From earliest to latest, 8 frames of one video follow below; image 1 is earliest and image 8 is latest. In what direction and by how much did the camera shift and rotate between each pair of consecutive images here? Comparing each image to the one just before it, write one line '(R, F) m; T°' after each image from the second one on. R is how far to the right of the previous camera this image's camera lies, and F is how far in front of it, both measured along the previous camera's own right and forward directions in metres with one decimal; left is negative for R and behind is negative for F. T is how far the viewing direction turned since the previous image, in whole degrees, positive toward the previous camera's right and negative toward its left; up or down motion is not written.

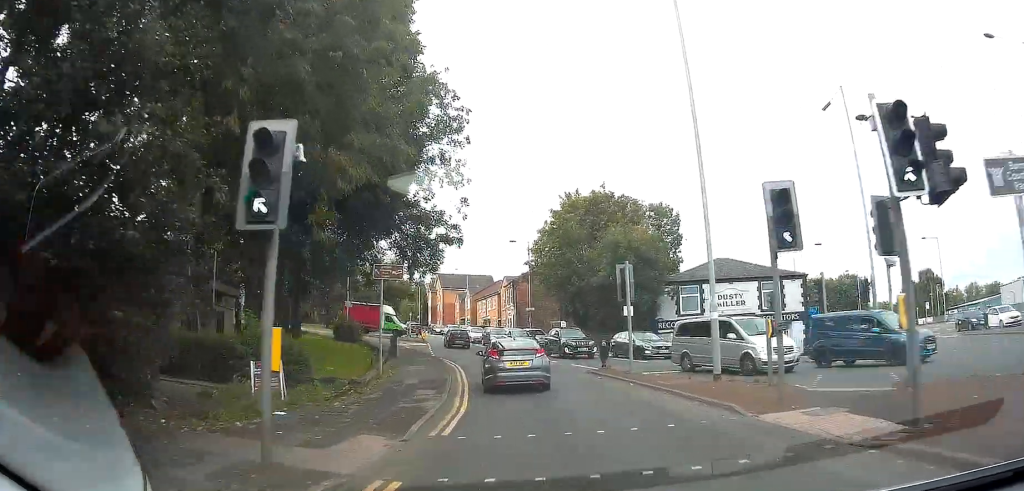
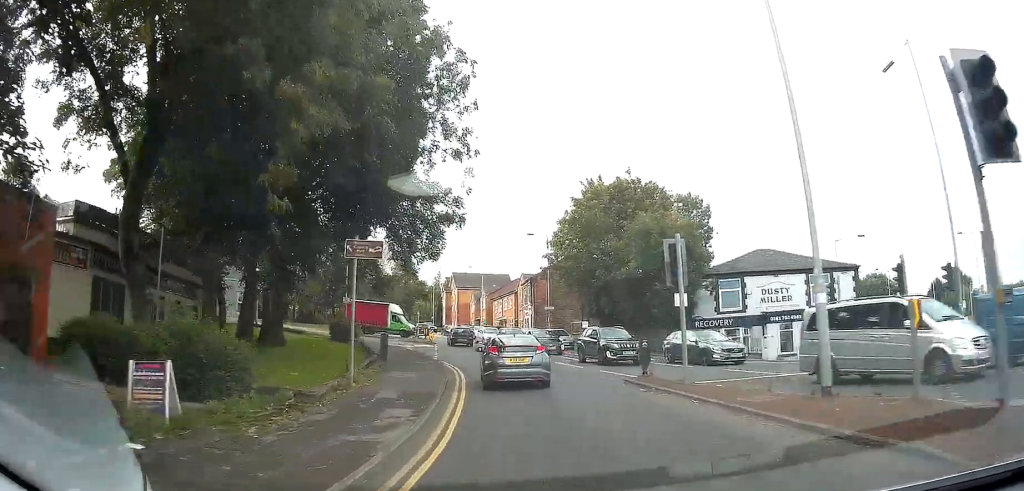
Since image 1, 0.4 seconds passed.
(-0.1, +4.4) m; -1°
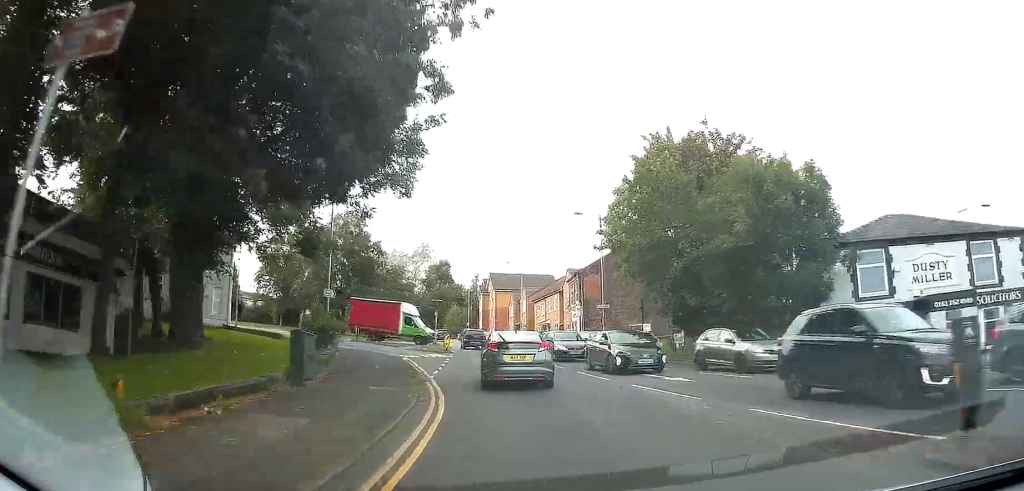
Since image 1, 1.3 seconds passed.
(-0.3, +10.3) m; -4°
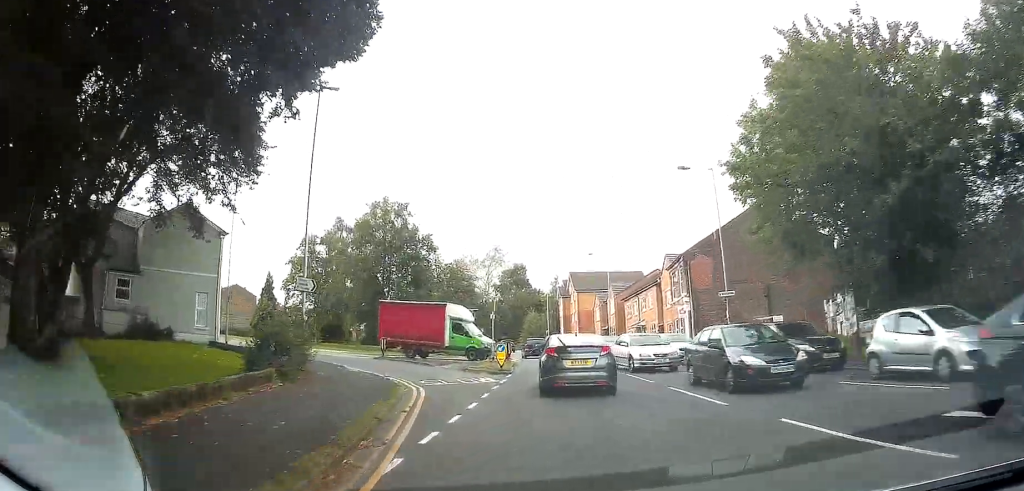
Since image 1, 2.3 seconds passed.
(-0.5, +11.5) m; -7°
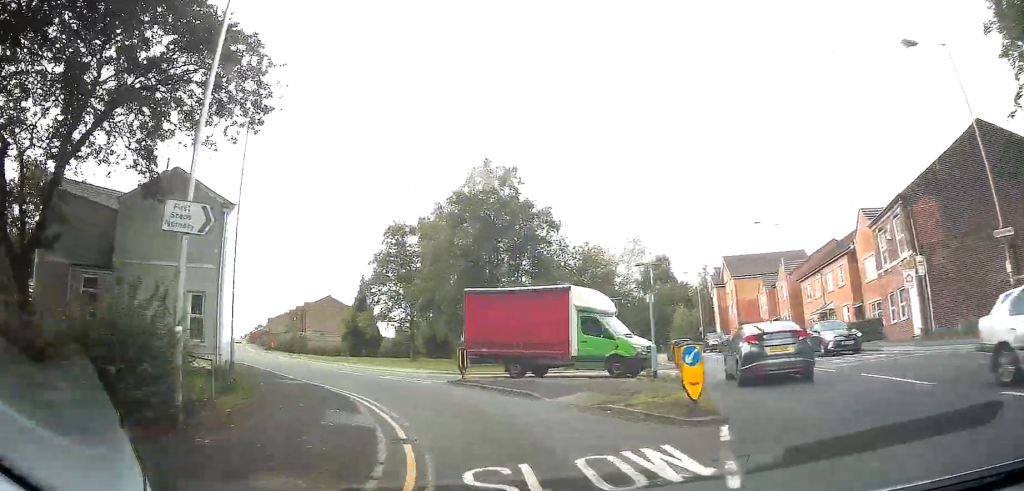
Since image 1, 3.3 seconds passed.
(-0.9, +12.2) m; -9°
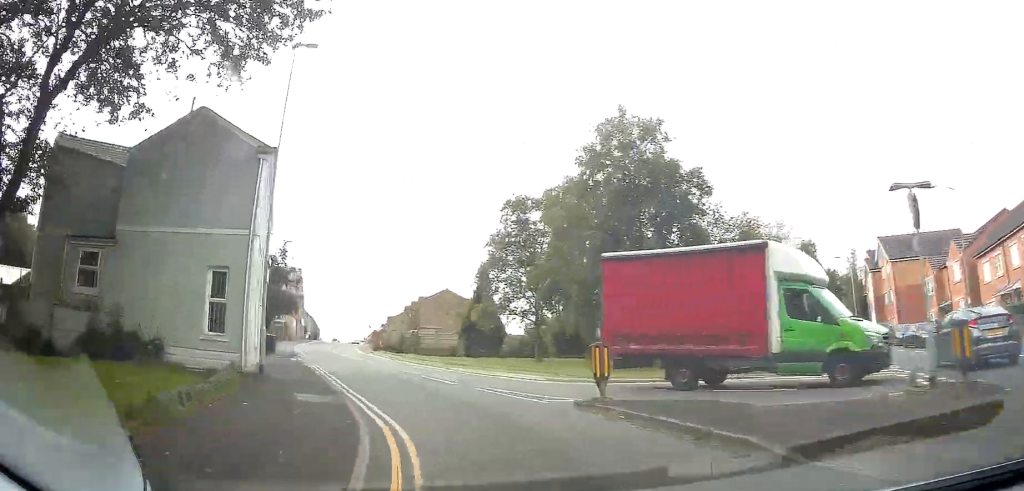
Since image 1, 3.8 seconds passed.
(-0.2, +7.1) m; -6°
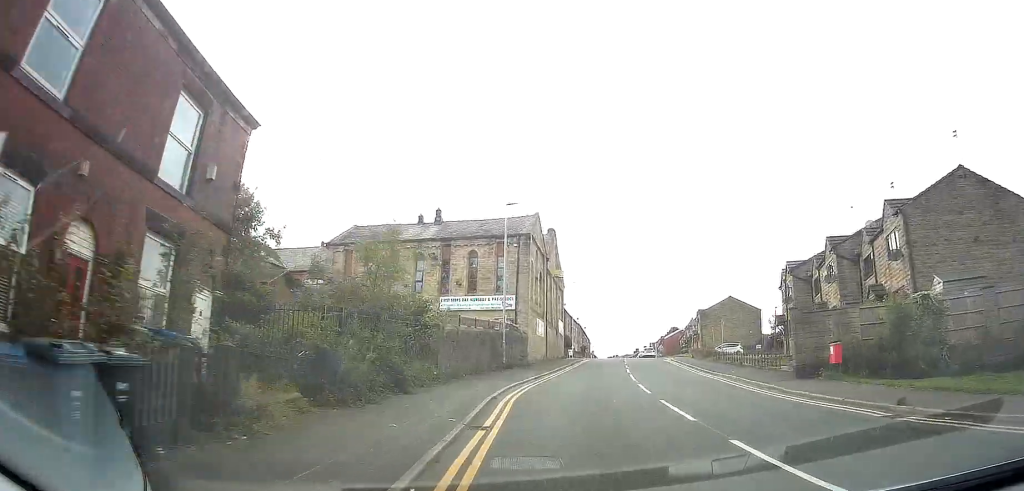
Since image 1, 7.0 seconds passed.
(-14.9, +39.2) m; -44°
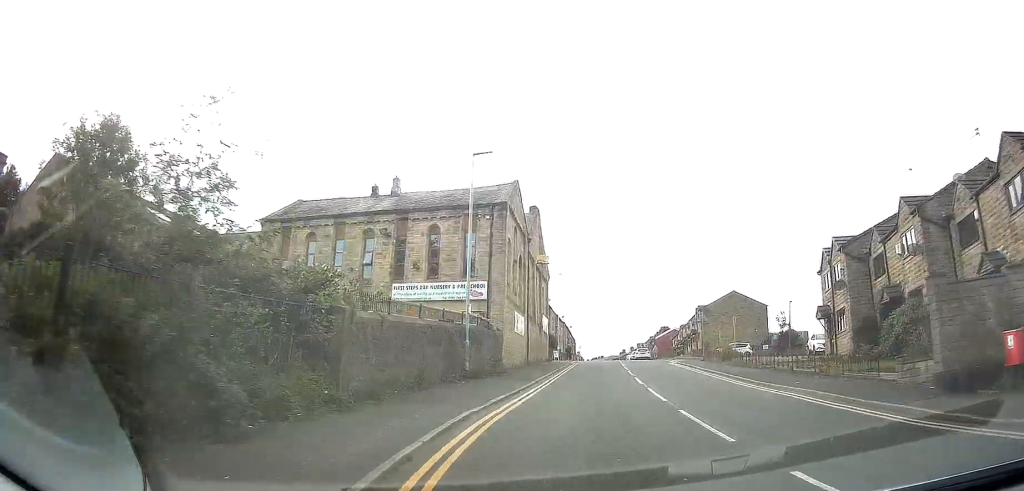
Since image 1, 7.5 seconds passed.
(-0.9, +8.2) m; -2°
